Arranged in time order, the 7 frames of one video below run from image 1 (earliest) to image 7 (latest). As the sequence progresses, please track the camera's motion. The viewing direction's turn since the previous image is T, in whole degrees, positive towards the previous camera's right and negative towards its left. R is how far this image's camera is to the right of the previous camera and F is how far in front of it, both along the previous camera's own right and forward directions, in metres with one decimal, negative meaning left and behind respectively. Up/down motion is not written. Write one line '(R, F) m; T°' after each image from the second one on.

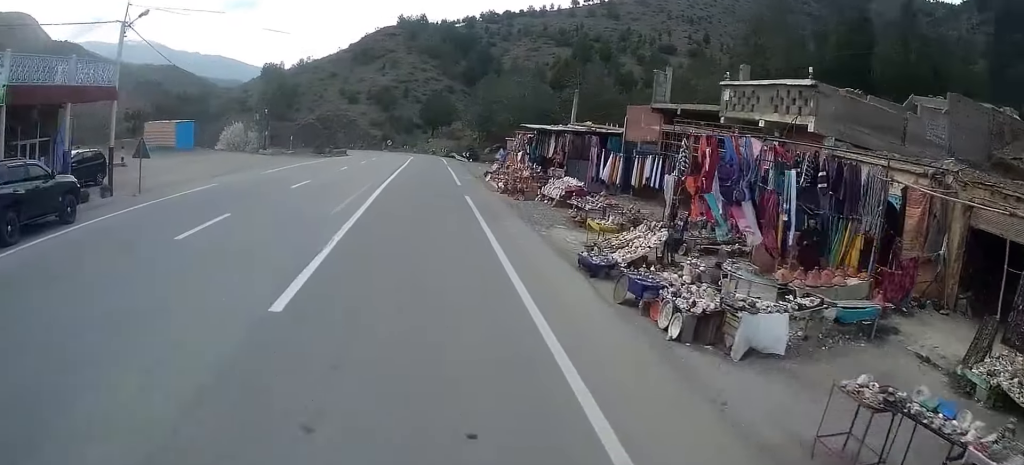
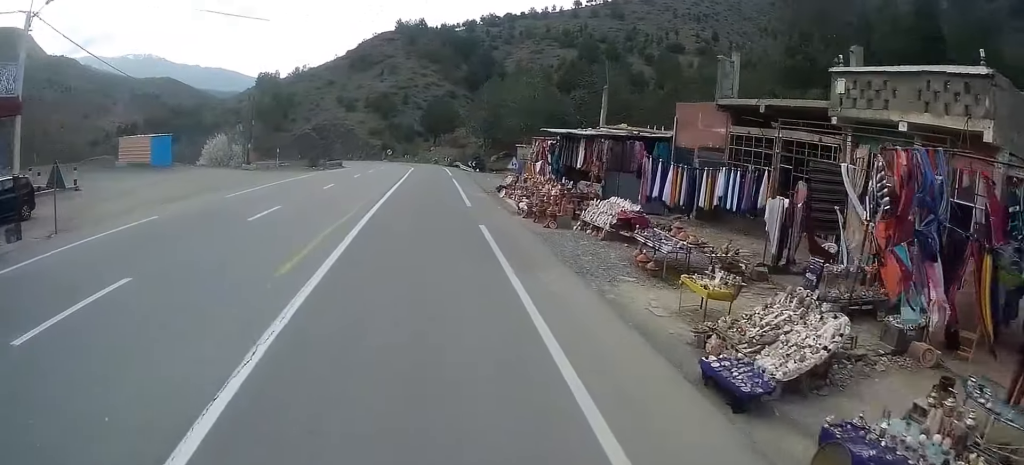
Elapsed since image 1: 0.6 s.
(0.0, +6.1) m; 0°
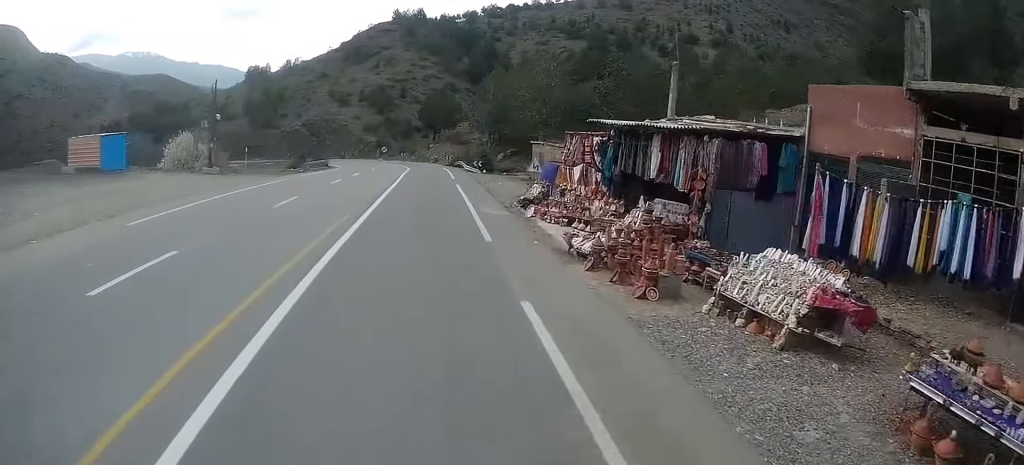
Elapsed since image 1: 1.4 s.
(0.0, +9.1) m; 0°
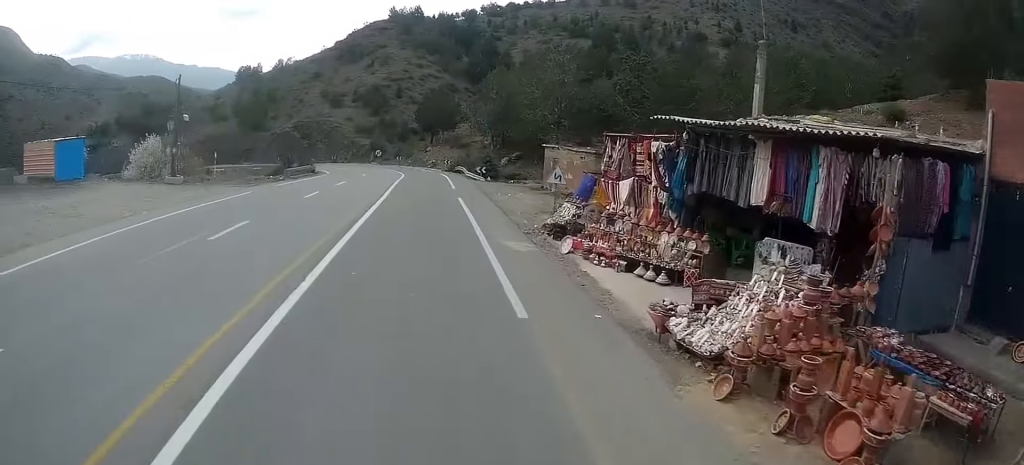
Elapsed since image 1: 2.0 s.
(0.0, +6.1) m; 0°
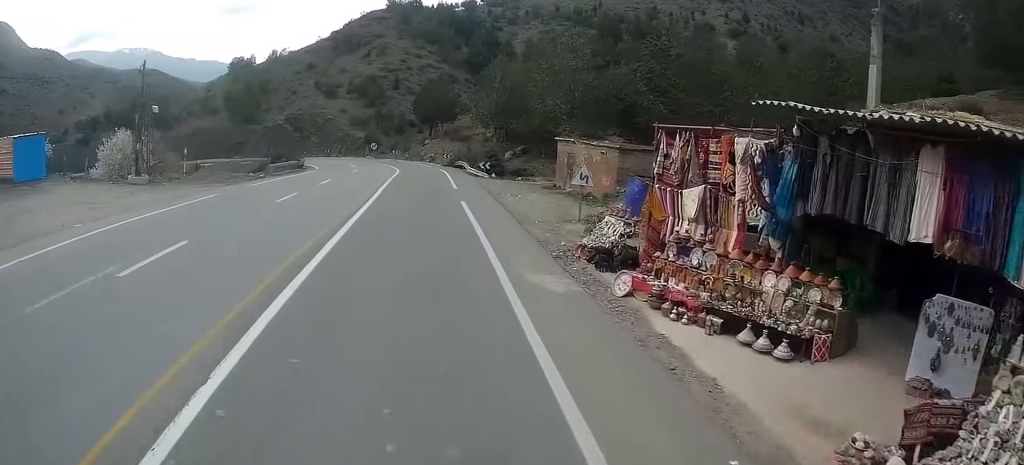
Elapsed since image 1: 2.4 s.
(0.0, +4.8) m; 0°
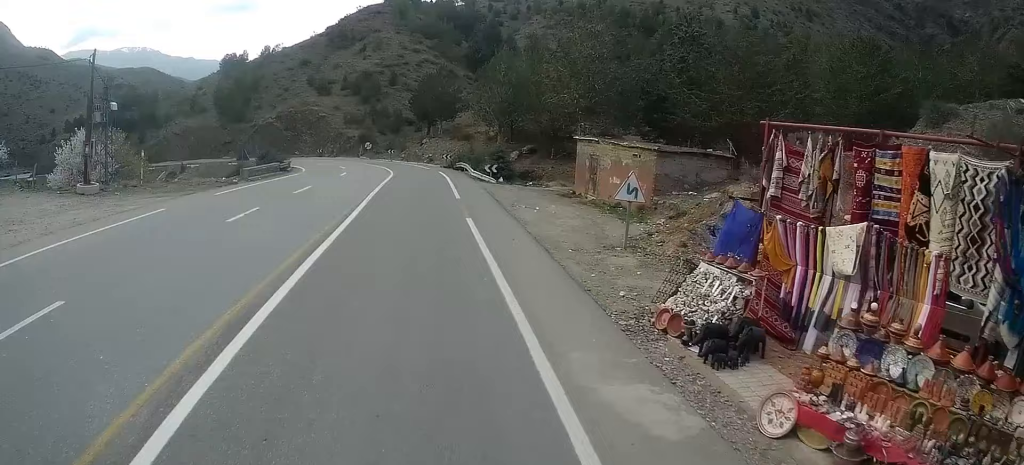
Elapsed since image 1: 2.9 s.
(0.0, +5.3) m; 0°
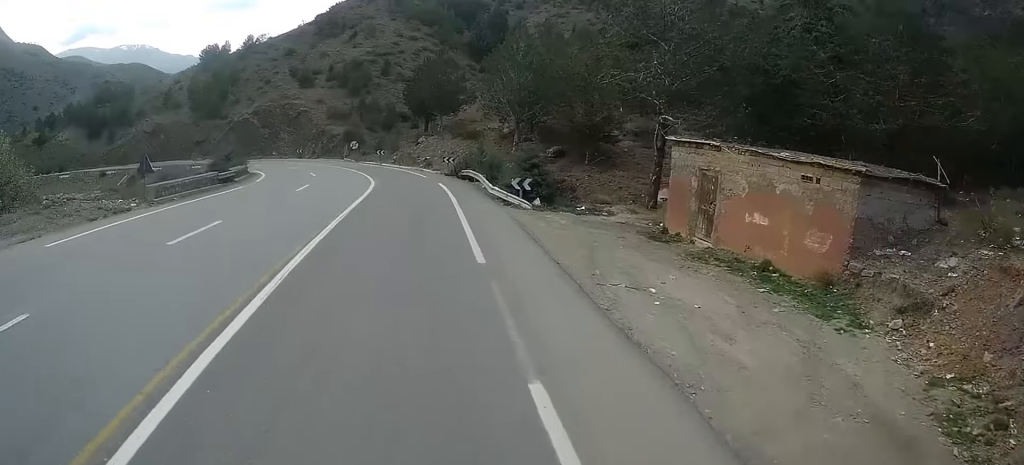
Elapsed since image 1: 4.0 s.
(-0.1, +12.9) m; -1°
